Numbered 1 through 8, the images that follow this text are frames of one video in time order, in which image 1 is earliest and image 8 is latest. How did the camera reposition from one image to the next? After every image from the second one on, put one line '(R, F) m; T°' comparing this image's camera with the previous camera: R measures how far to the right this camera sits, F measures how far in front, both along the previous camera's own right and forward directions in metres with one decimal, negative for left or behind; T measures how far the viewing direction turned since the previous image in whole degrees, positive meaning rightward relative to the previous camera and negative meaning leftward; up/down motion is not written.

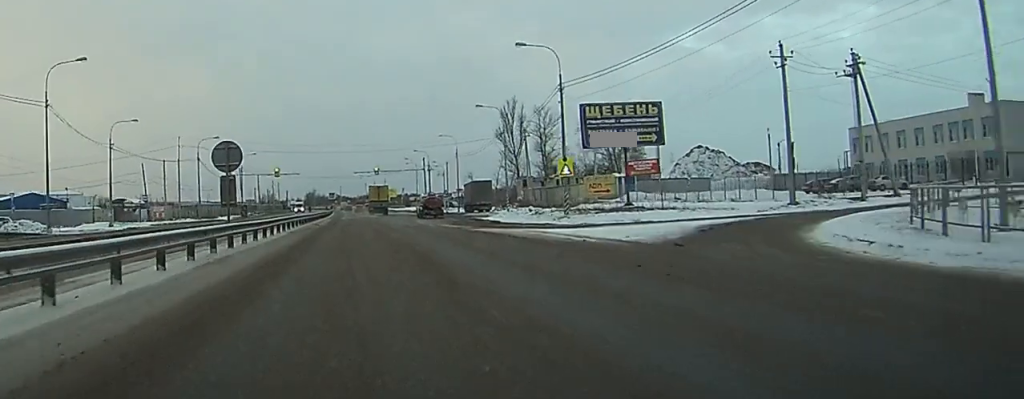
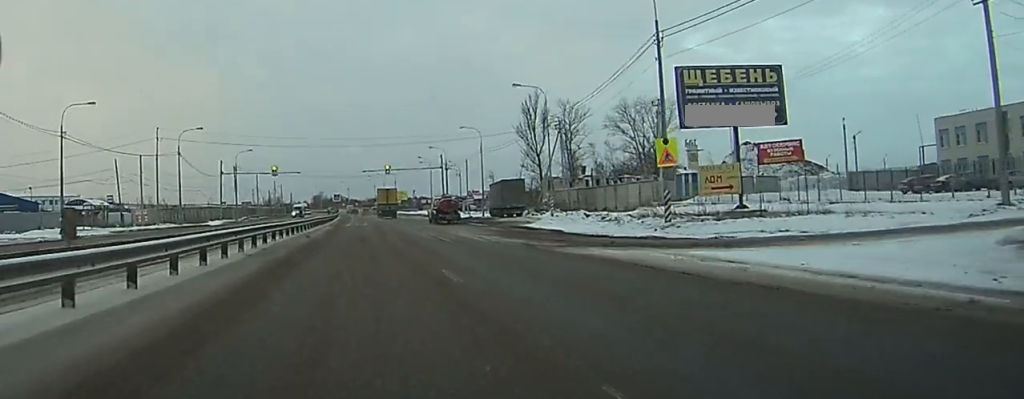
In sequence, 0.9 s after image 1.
(0.0, +16.5) m; 0°
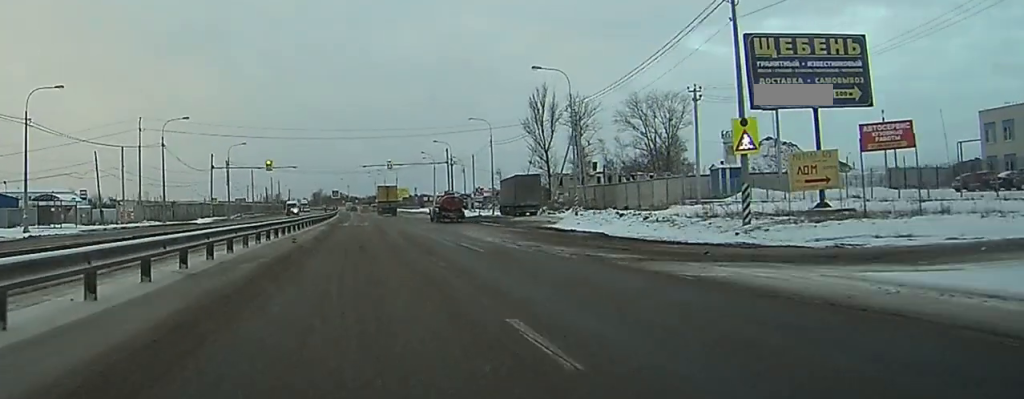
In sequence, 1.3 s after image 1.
(-0.1, +7.7) m; 0°
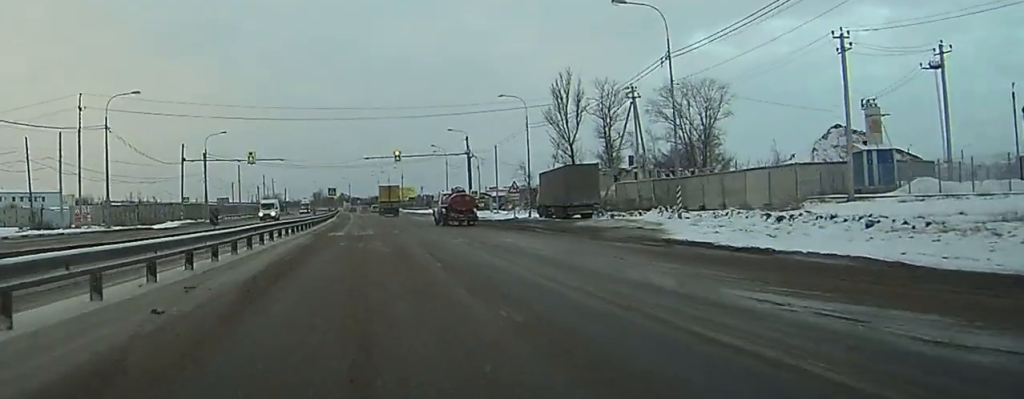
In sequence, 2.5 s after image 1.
(+0.2, +19.3) m; 0°
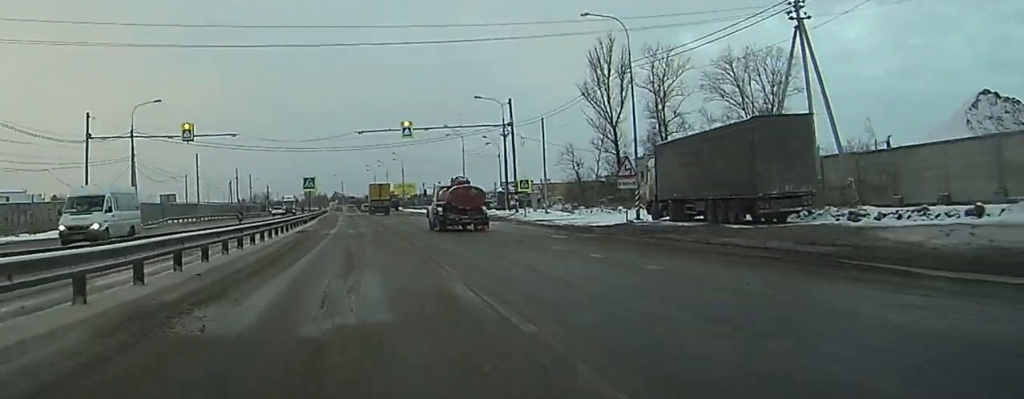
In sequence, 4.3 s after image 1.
(-0.6, +32.7) m; -1°
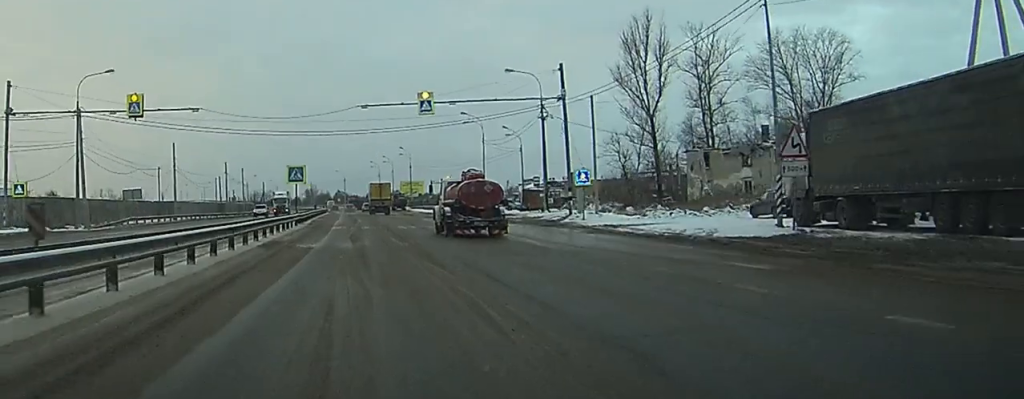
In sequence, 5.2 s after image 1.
(+0.1, +18.4) m; 0°
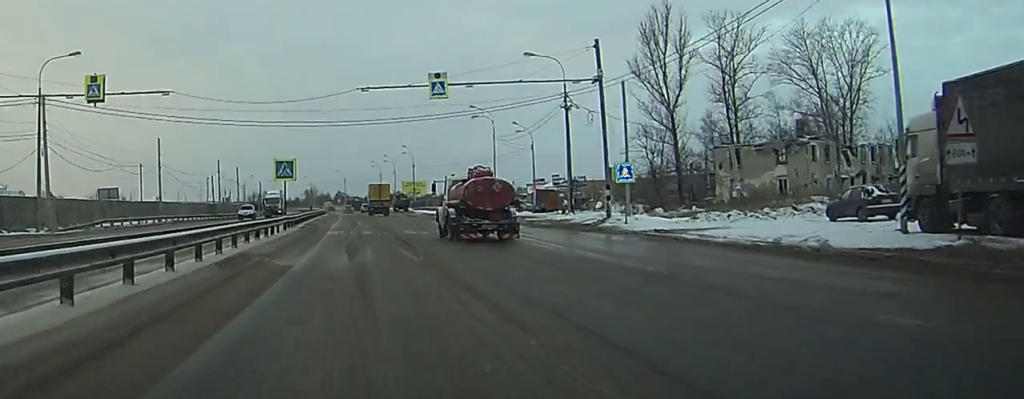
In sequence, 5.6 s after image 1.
(0.0, +8.7) m; 0°
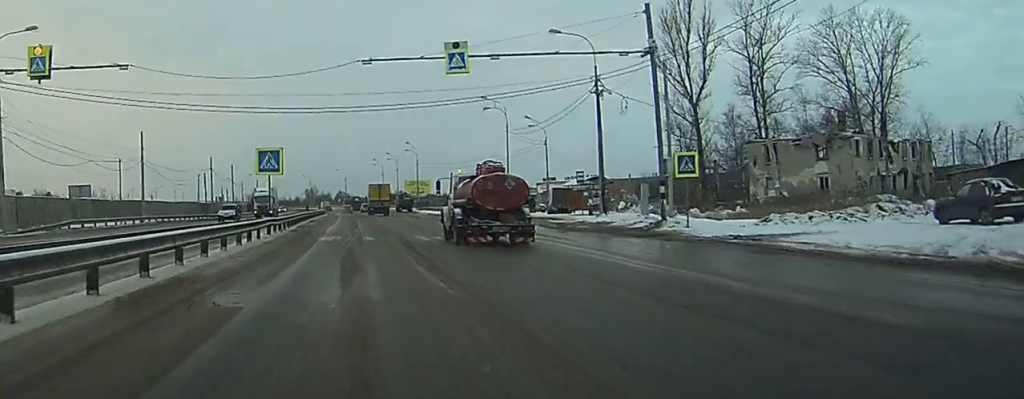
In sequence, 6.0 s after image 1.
(0.0, +8.4) m; 0°
